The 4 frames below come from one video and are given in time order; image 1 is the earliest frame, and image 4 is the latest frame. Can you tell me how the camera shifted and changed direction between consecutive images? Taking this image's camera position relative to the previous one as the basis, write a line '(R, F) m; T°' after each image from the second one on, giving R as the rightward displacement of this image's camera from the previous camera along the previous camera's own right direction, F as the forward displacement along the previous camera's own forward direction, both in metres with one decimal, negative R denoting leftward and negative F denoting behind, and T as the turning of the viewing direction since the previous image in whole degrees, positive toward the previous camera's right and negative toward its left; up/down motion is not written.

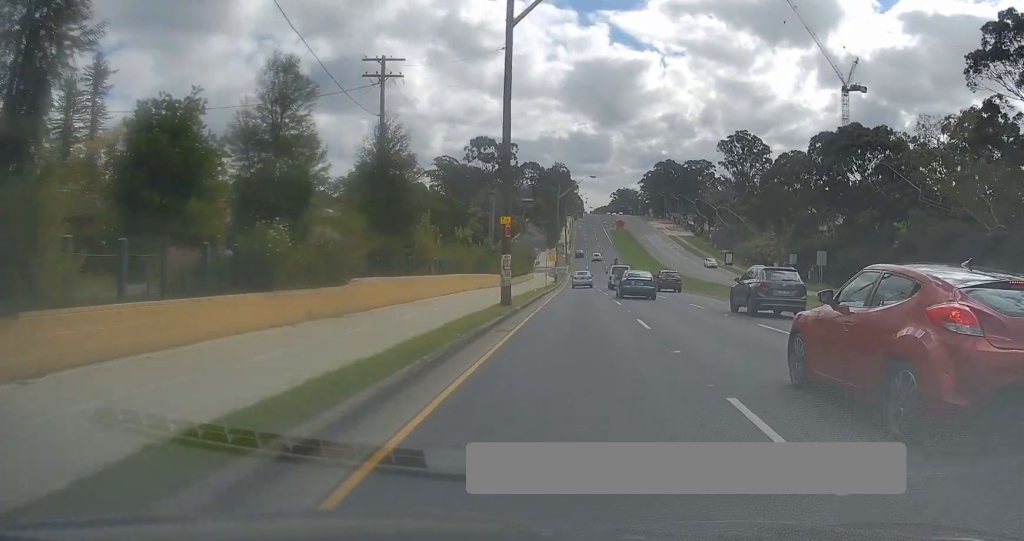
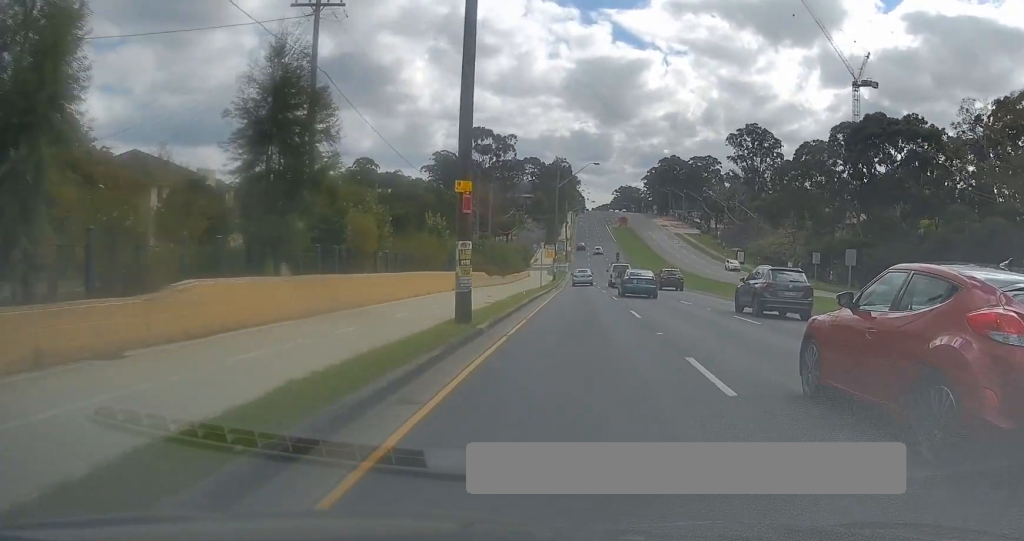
(-0.1, +8.7) m; 0°
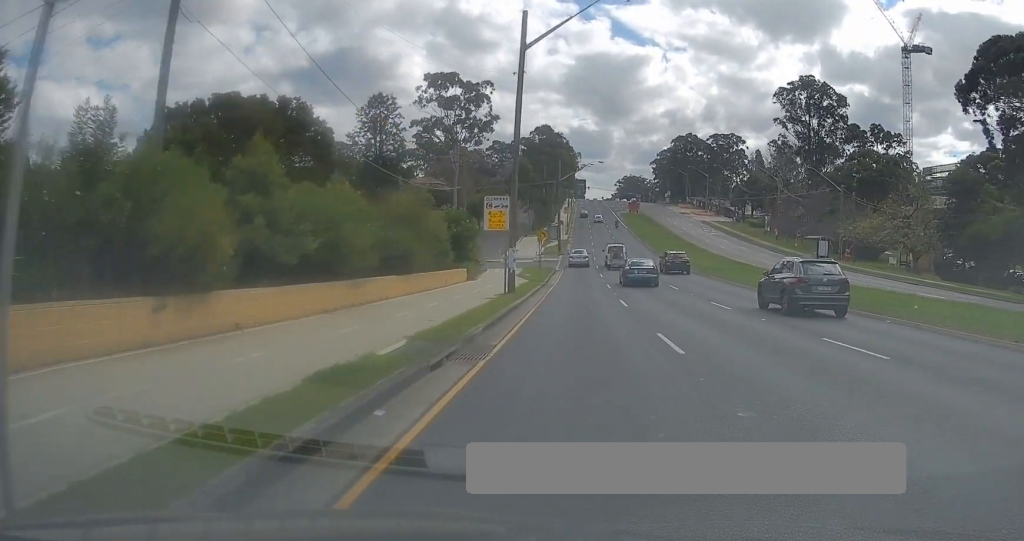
(+0.3, +44.2) m; 0°
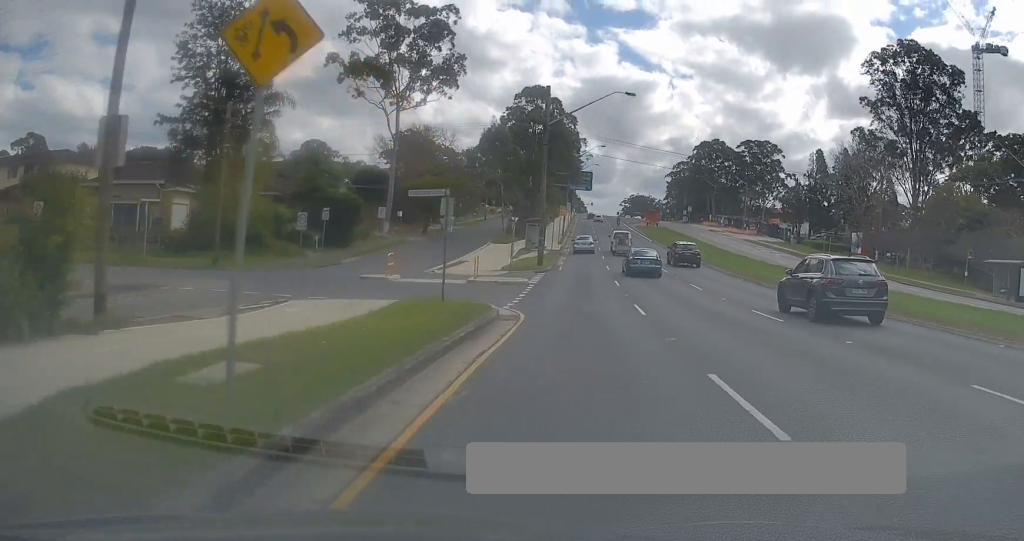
(-0.1, +41.0) m; 0°
